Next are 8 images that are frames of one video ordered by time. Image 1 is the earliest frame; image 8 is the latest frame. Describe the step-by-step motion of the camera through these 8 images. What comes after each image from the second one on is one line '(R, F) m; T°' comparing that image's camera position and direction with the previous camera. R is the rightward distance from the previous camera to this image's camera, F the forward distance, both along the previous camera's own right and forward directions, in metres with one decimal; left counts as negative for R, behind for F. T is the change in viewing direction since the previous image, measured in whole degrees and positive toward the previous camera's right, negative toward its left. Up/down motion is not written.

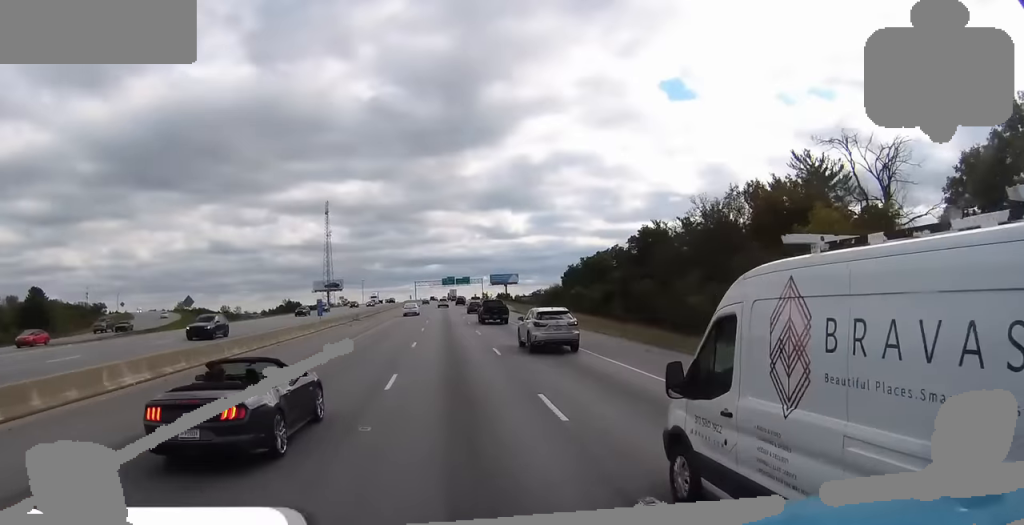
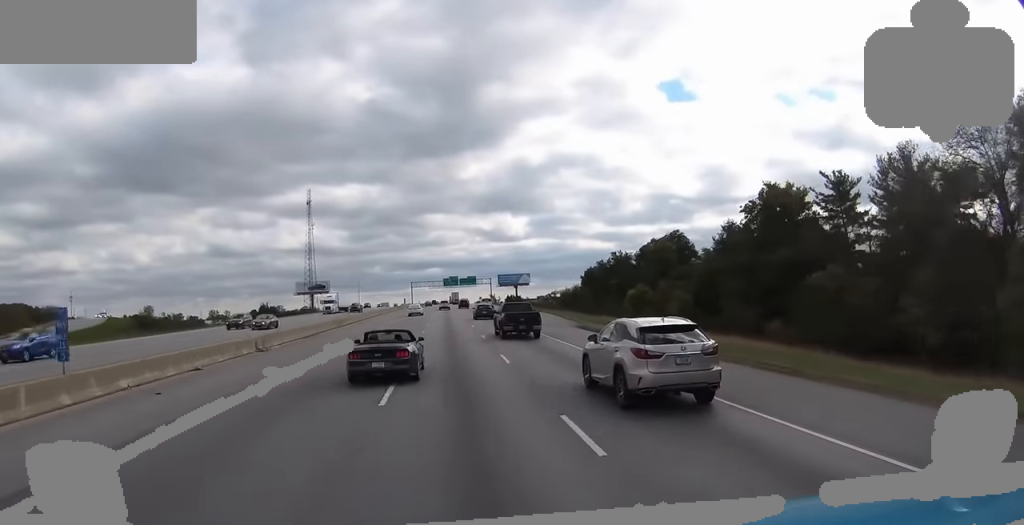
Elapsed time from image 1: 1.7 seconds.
(0.0, +38.8) m; 0°
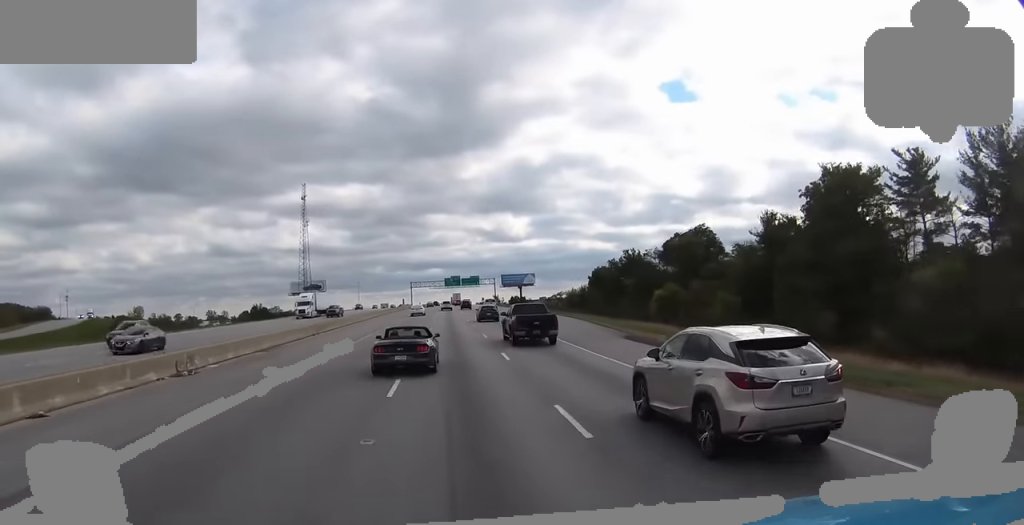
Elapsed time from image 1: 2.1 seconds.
(0.0, +11.1) m; 0°
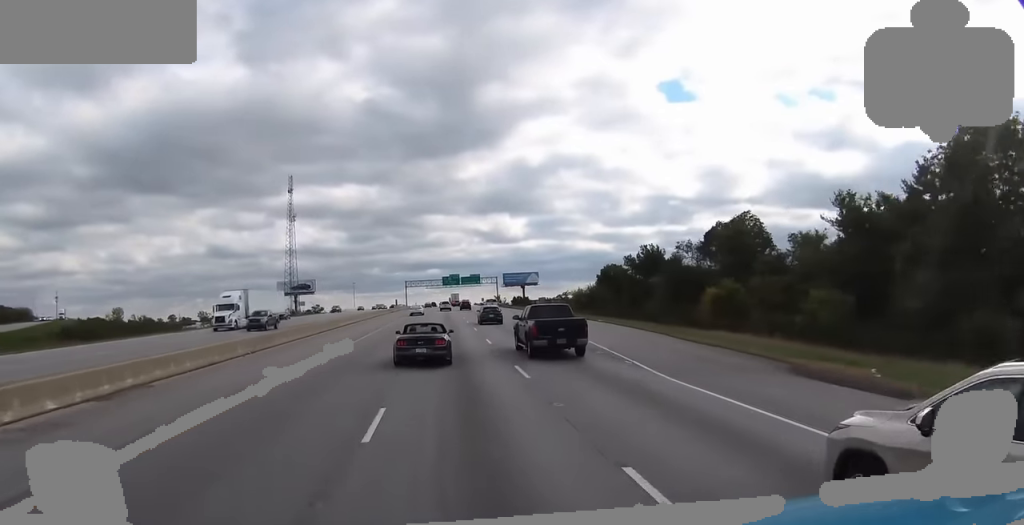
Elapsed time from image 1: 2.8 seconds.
(+0.1, +16.6) m; 0°
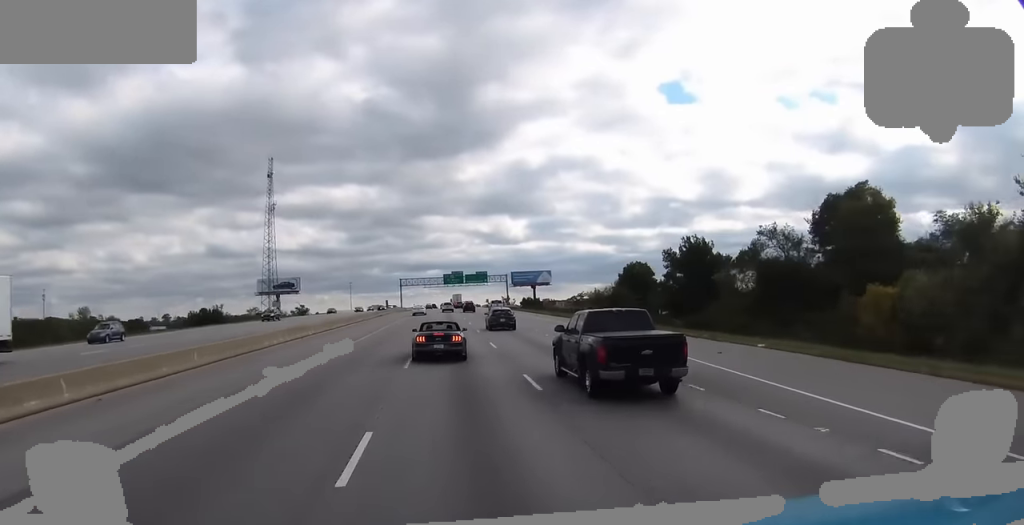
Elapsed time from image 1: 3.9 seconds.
(+0.1, +26.5) m; 0°
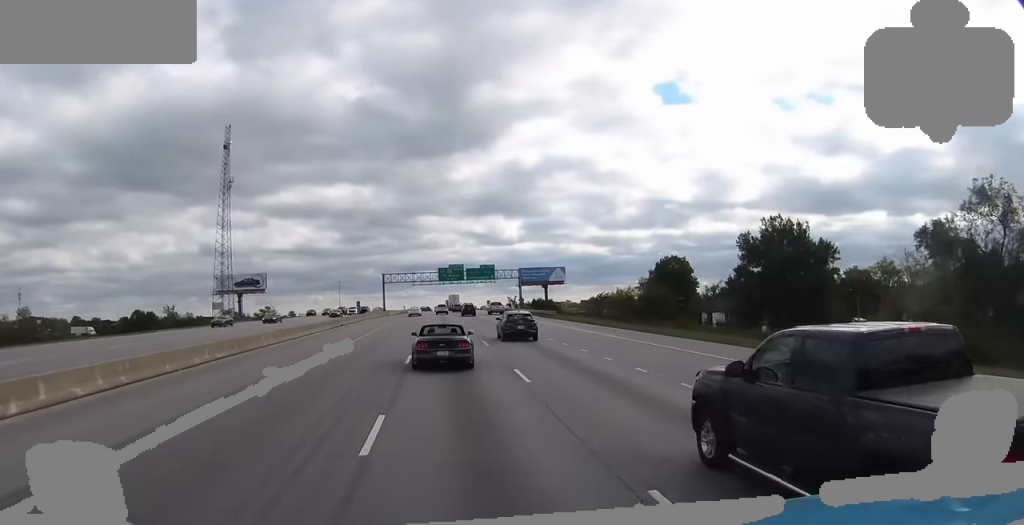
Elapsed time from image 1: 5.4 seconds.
(0.0, +35.9) m; 0°
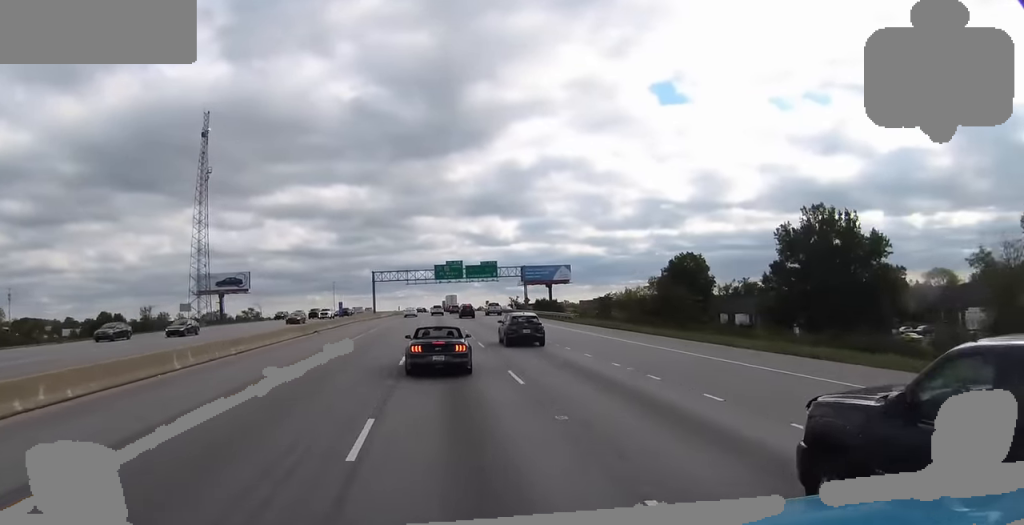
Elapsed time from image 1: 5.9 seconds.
(0.0, +12.9) m; 0°
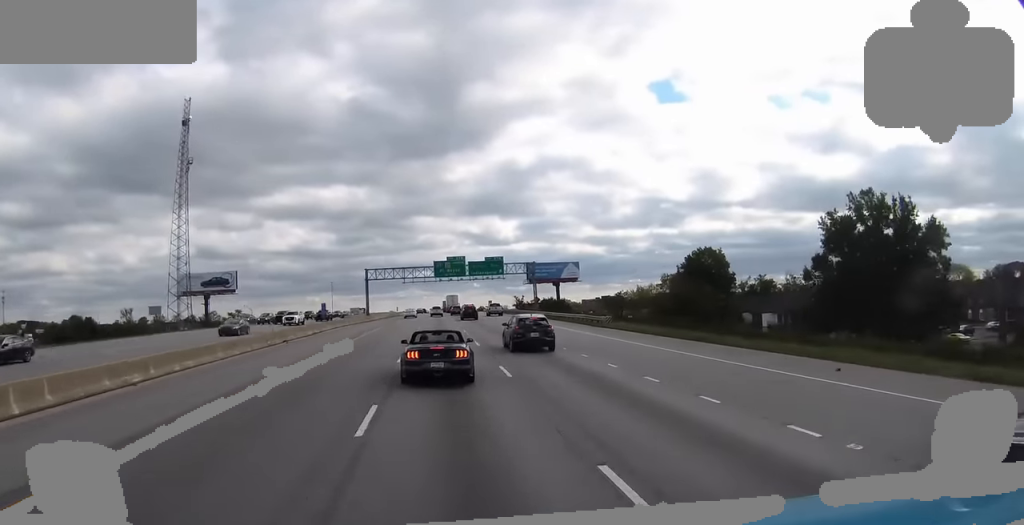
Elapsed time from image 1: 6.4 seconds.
(0.0, +11.3) m; 0°
